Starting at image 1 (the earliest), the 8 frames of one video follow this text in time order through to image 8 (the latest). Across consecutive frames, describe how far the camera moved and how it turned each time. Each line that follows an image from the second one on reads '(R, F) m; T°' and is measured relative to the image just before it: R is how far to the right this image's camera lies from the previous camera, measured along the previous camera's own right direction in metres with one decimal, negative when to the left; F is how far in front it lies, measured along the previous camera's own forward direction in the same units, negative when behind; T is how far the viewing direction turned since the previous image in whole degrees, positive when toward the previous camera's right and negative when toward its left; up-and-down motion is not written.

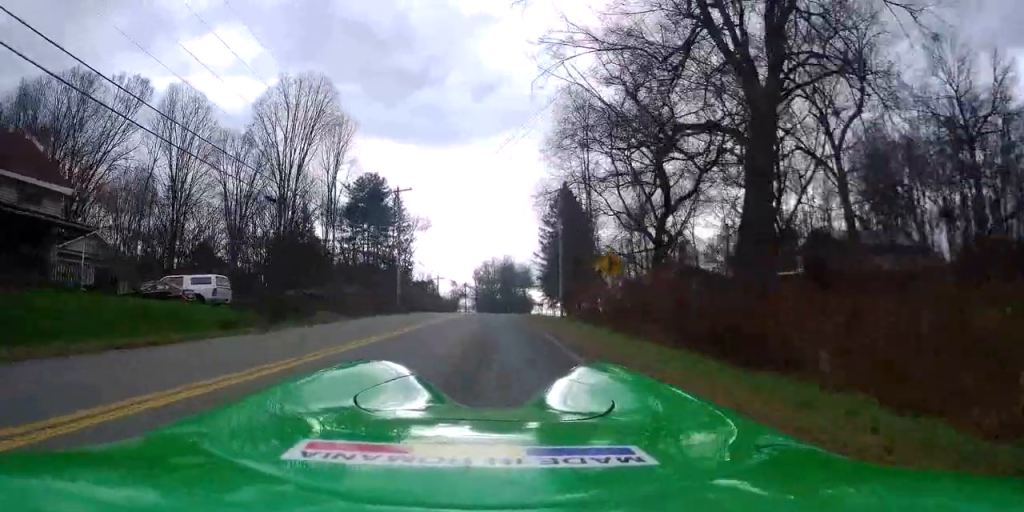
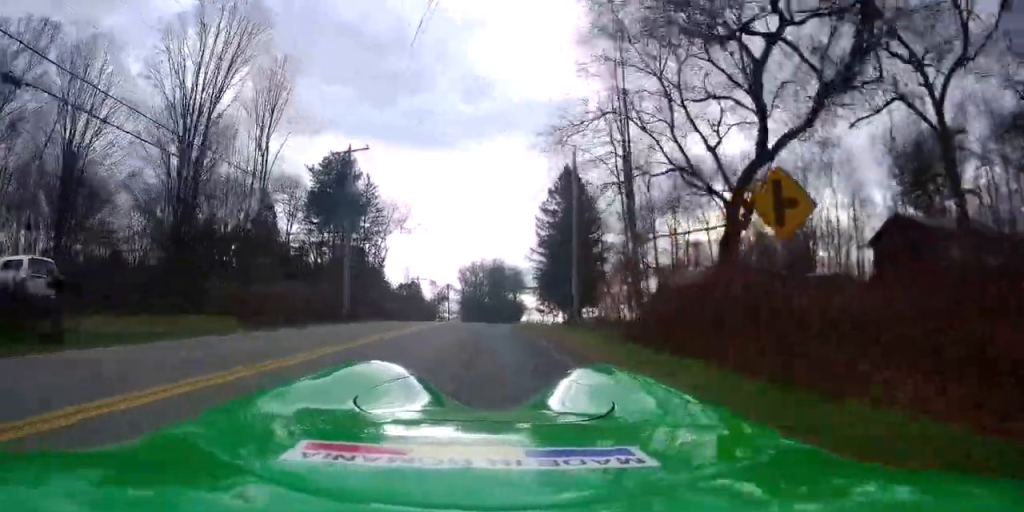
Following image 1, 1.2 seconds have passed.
(-0.3, +8.2) m; -2°
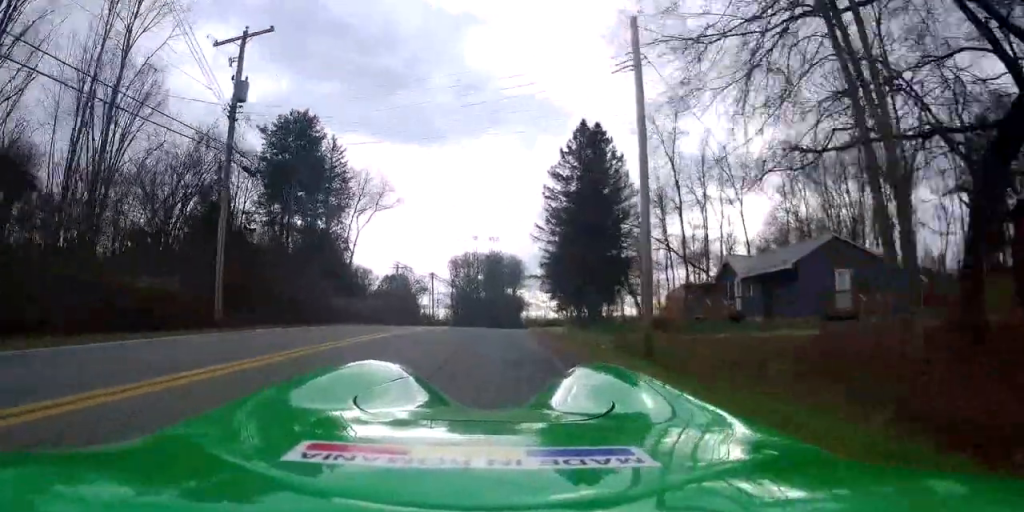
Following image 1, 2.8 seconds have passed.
(+0.8, +20.1) m; +2°
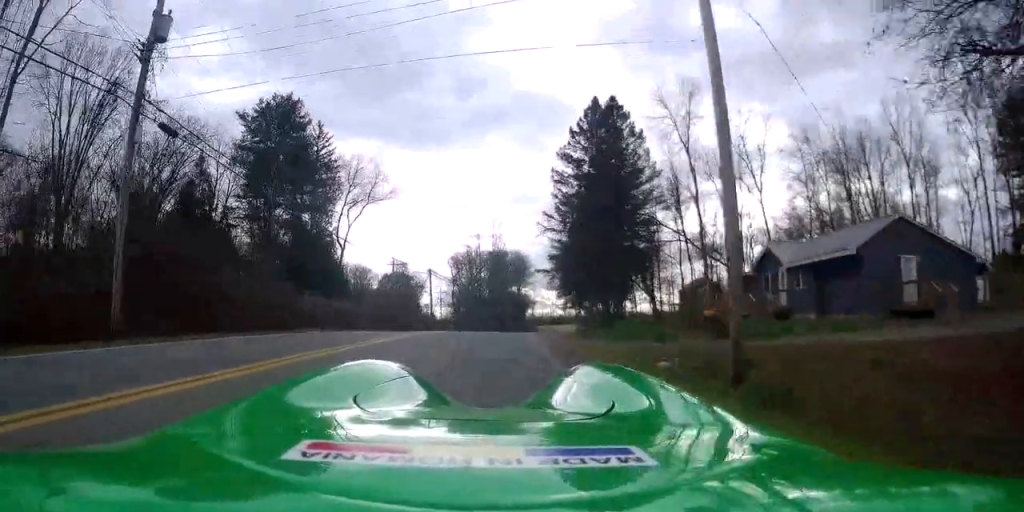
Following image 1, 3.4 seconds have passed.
(0.0, +9.3) m; 0°
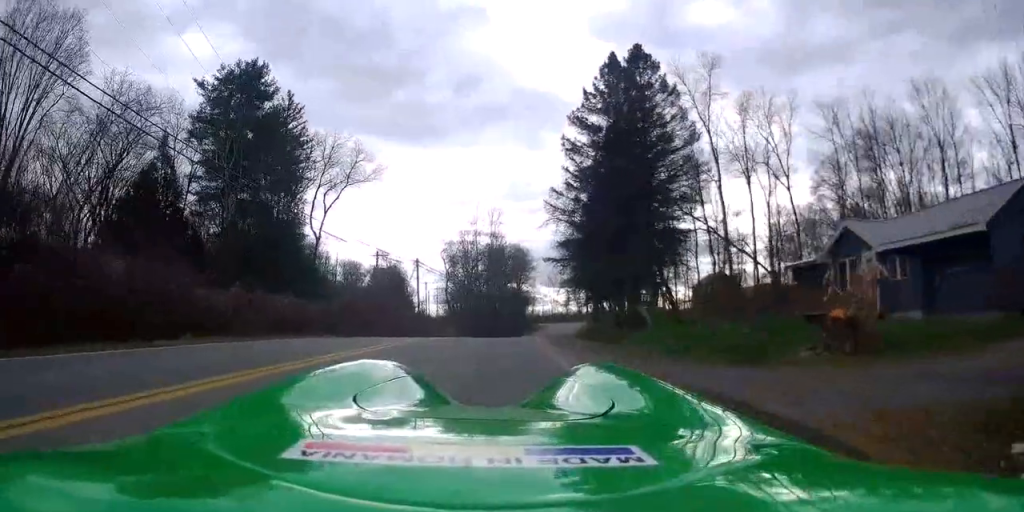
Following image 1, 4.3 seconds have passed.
(-0.1, +11.4) m; 0°
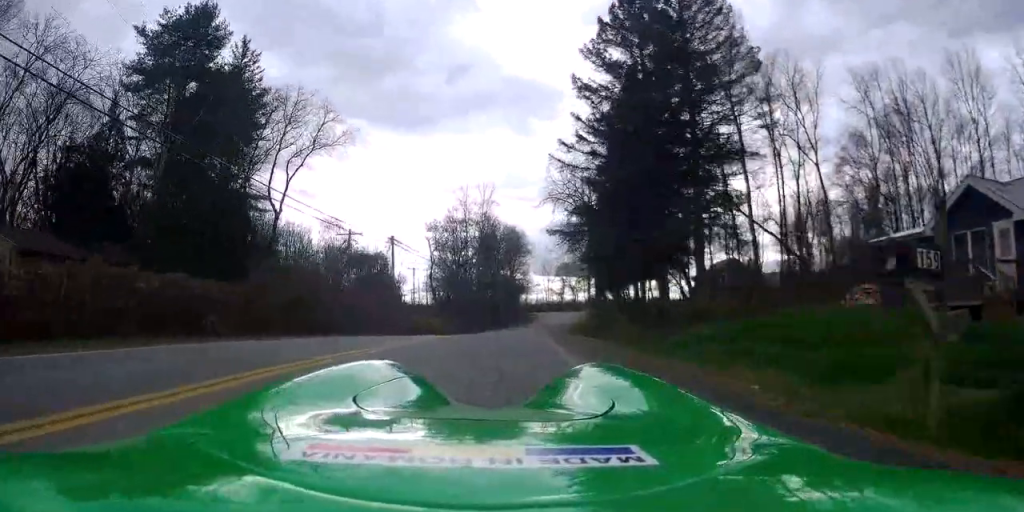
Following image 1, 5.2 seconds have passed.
(0.0, +7.8) m; +2°
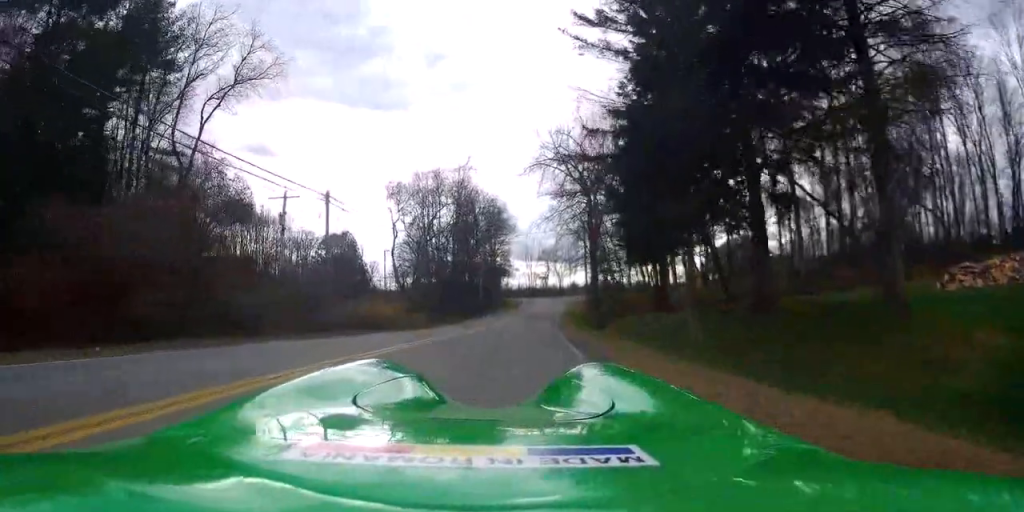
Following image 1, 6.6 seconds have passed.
(+0.3, +9.6) m; +2°
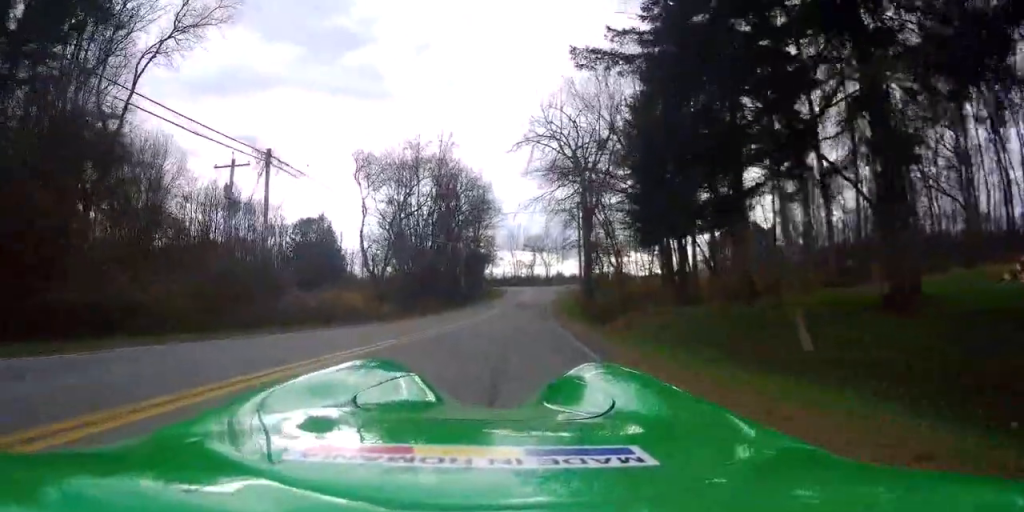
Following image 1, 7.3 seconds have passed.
(0.0, +4.1) m; 0°
